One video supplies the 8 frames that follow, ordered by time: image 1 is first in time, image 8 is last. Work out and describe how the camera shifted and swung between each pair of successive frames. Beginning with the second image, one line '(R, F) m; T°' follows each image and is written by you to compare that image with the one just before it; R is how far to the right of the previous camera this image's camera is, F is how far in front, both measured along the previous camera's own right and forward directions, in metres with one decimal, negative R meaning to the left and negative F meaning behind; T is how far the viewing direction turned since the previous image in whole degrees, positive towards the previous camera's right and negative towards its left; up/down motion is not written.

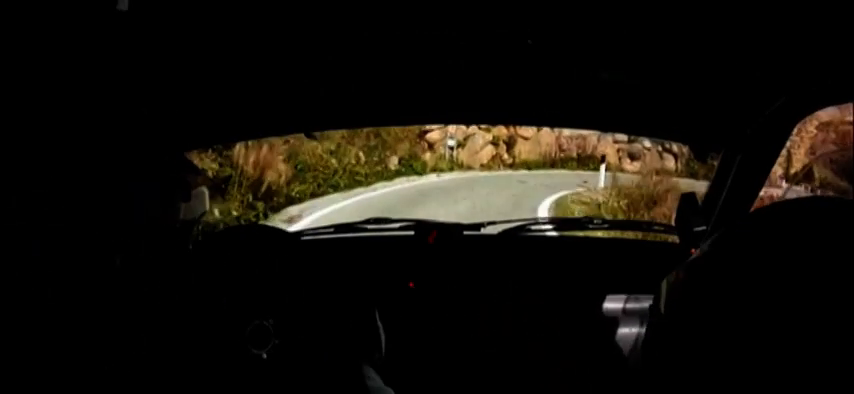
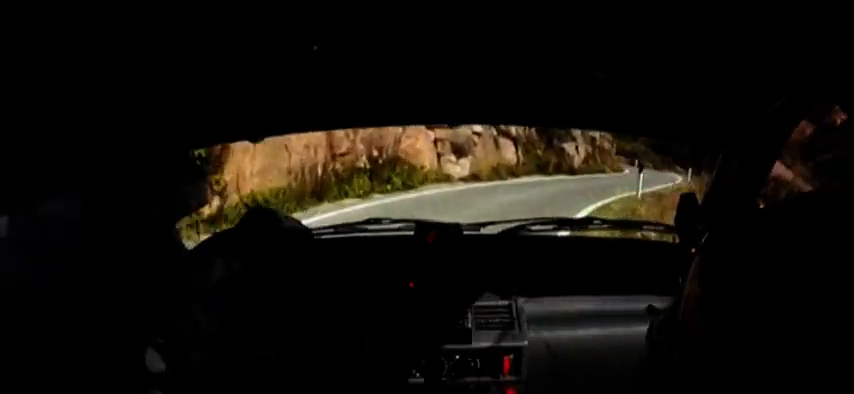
(-0.9, +20.7) m; -7°
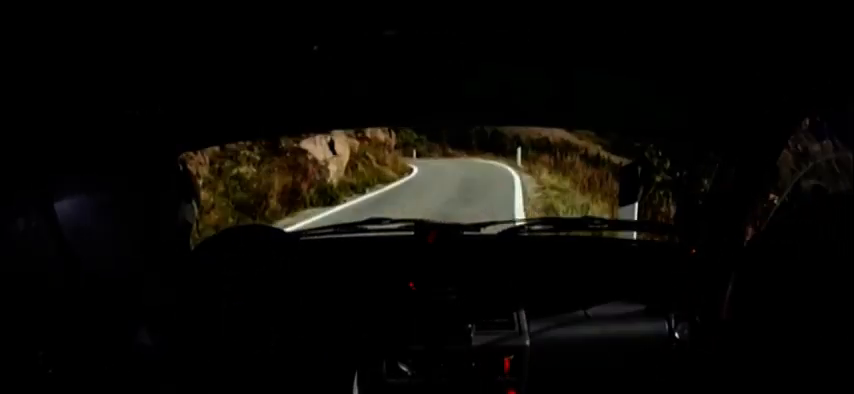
(-1.3, +18.6) m; -9°
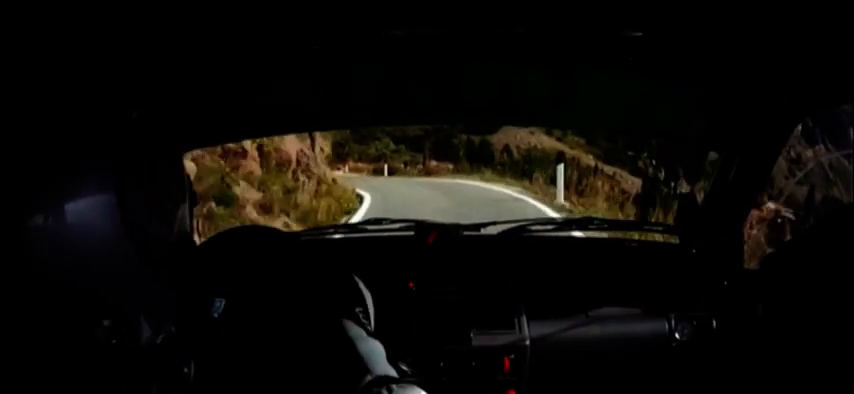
(-0.3, +12.9) m; -7°
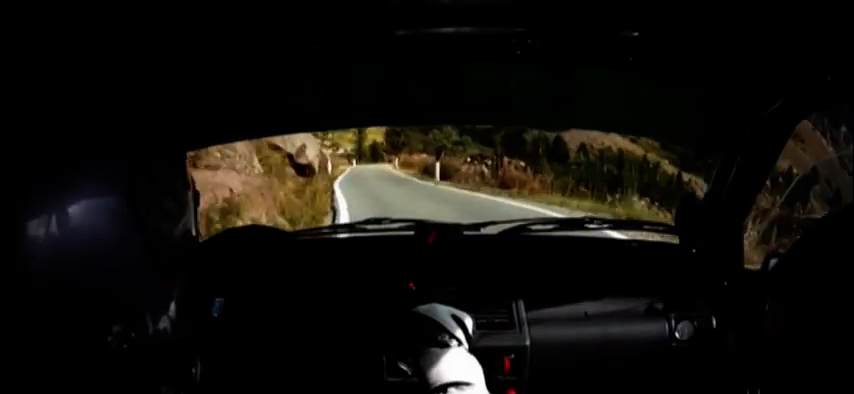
(-1.3, +11.9) m; -1°
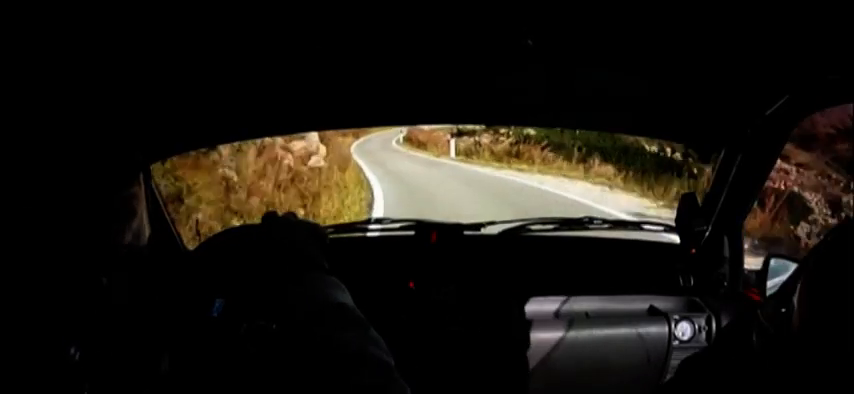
(+13.0, +44.0) m; +44°
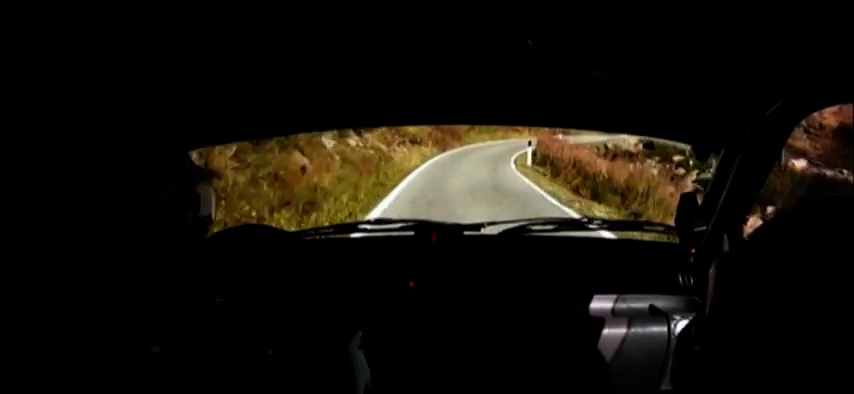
(+0.7, +14.1) m; +27°
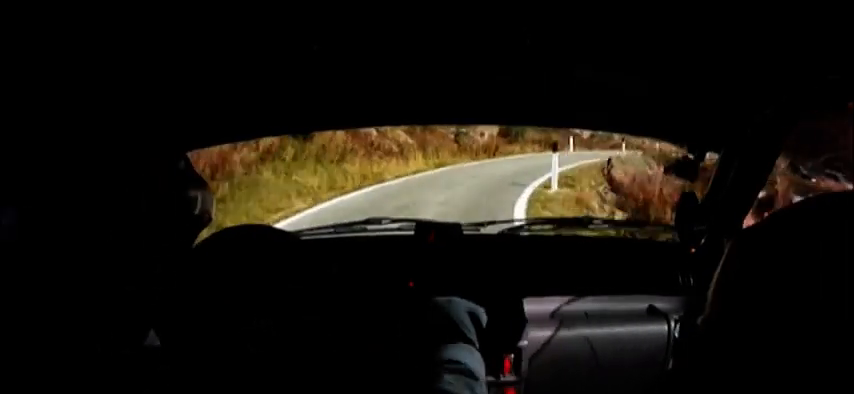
(+7.8, +15.0) m; +59°
